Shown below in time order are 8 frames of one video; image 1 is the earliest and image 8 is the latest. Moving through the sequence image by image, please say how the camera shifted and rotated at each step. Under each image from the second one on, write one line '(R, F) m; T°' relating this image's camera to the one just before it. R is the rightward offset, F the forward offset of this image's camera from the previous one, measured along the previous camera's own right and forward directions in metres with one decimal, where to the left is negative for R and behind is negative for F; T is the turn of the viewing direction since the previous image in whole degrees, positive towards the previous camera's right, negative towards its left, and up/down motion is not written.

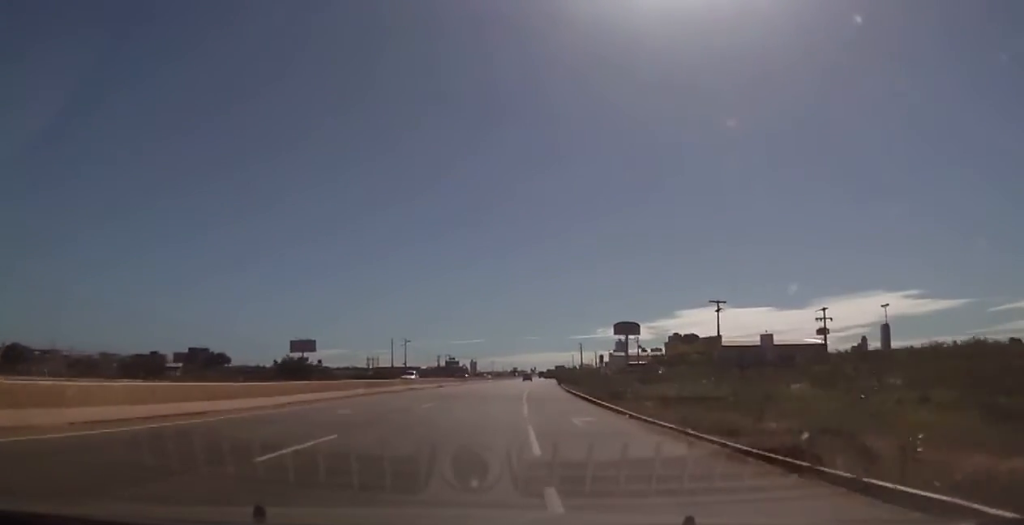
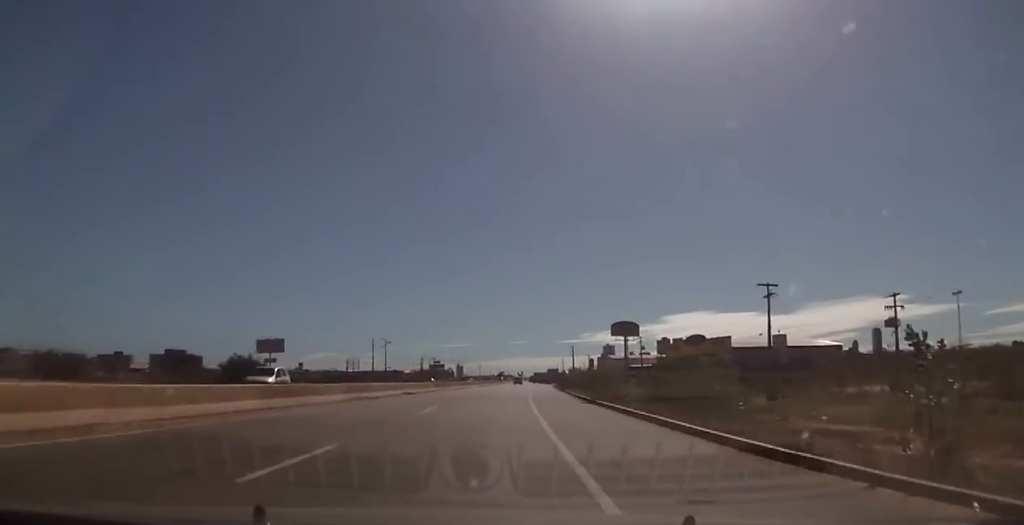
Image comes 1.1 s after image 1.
(+0.5, +15.7) m; +2°
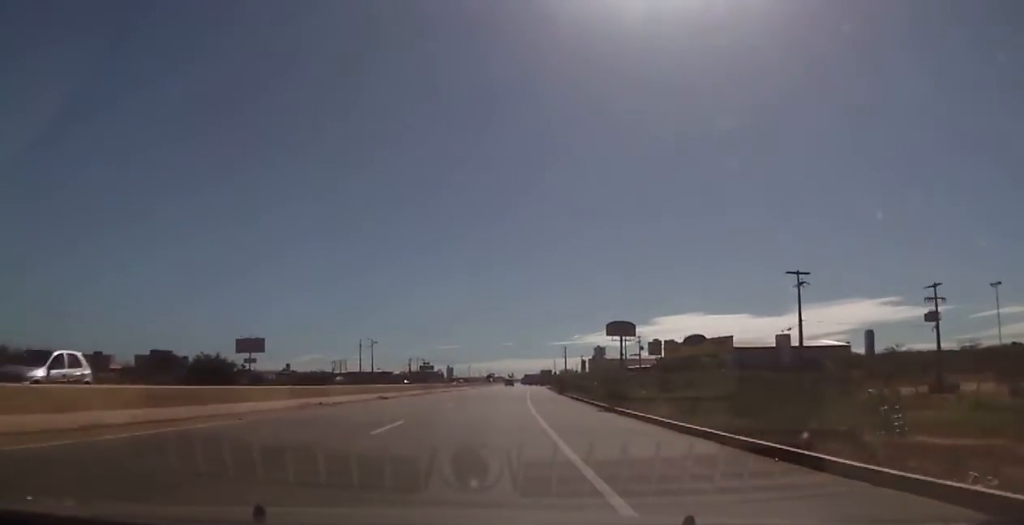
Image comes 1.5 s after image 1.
(+0.1, +7.2) m; +1°
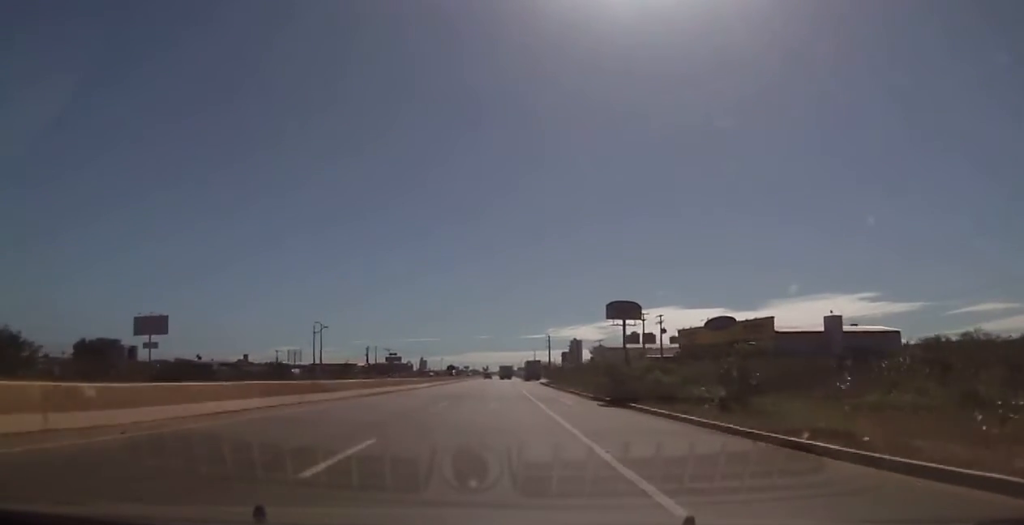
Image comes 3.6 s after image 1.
(+0.3, +35.0) m; +1°
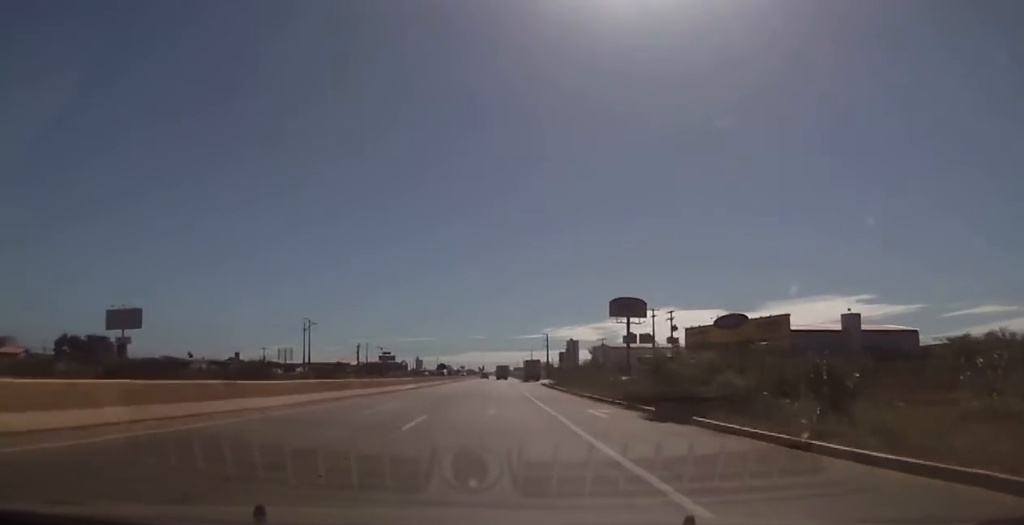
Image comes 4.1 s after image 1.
(-0.2, +8.2) m; 0°
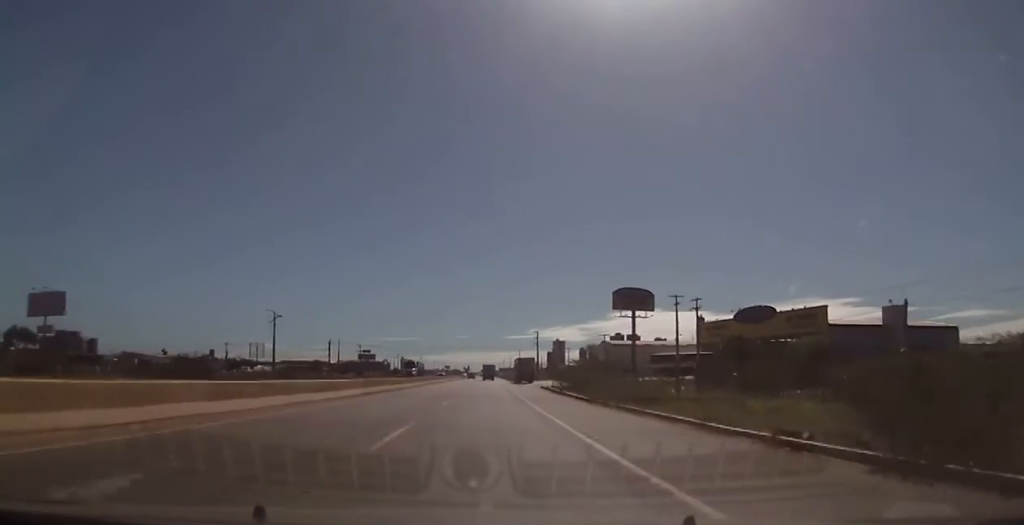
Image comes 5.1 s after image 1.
(+0.3, +18.5) m; +3°
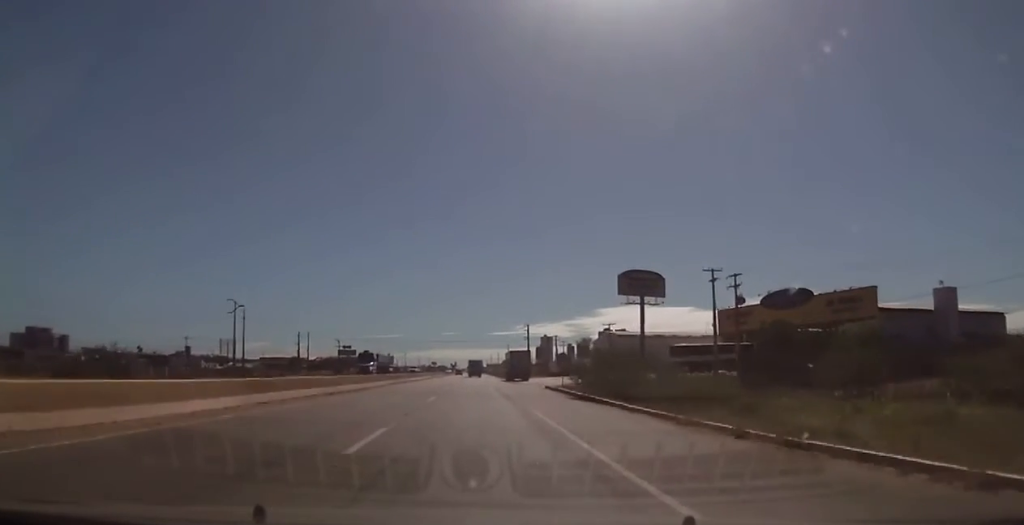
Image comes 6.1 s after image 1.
(+0.7, +17.4) m; +1°
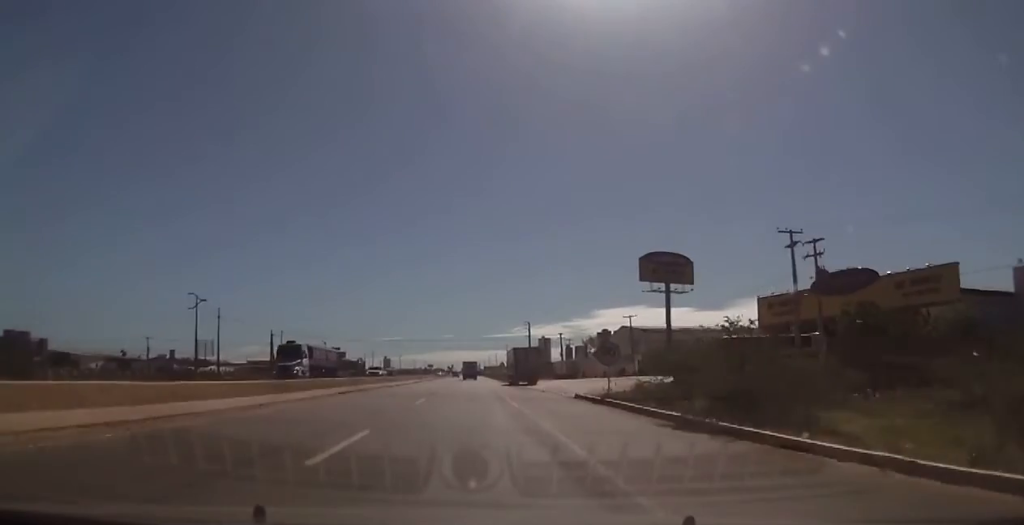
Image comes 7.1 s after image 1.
(-0.5, +17.9) m; -1°
